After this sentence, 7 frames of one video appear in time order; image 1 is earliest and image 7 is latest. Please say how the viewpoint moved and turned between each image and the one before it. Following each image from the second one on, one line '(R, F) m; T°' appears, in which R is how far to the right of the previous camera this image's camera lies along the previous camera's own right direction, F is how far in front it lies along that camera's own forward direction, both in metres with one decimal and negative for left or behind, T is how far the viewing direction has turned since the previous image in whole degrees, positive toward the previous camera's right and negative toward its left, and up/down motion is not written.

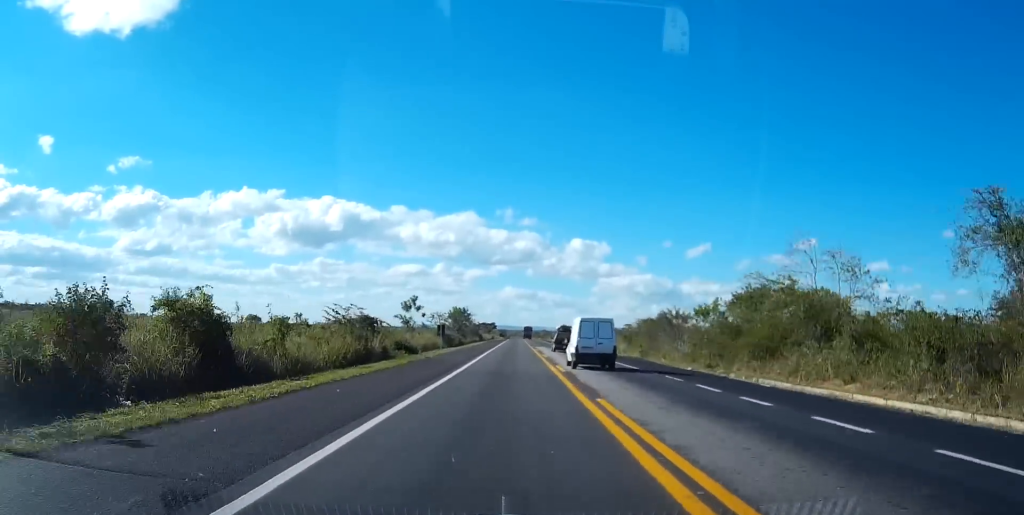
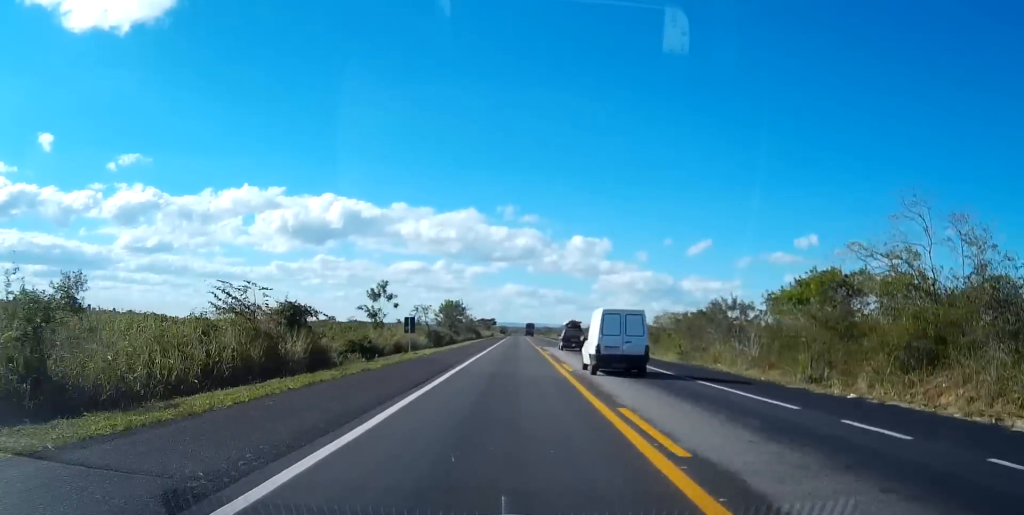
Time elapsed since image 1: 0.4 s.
(0.0, +17.3) m; 0°
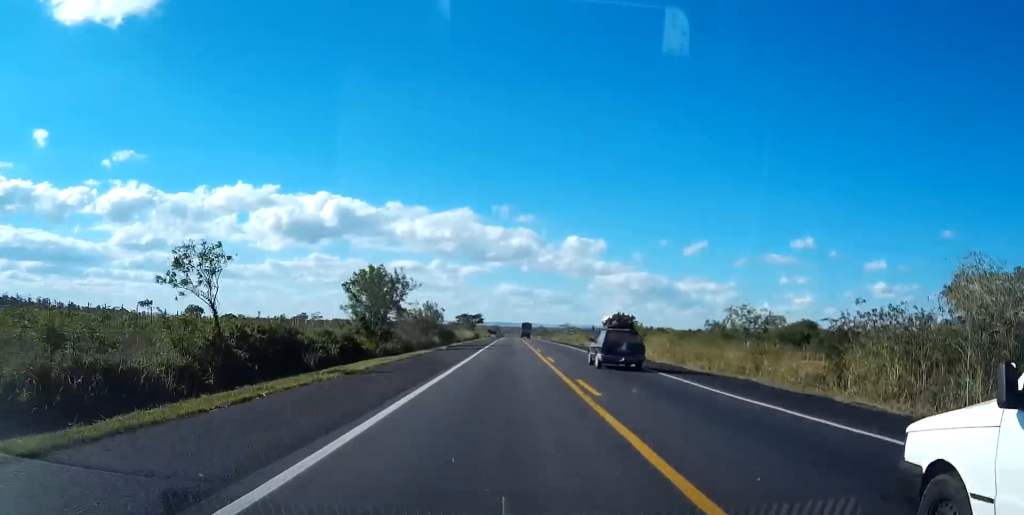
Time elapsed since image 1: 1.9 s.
(0.0, +58.1) m; 0°
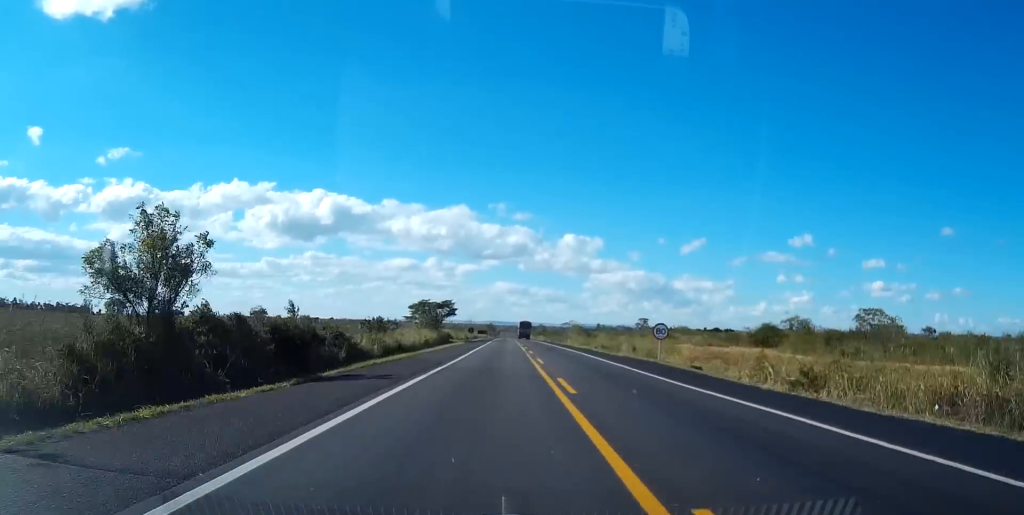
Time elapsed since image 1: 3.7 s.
(0.0, +73.7) m; 0°
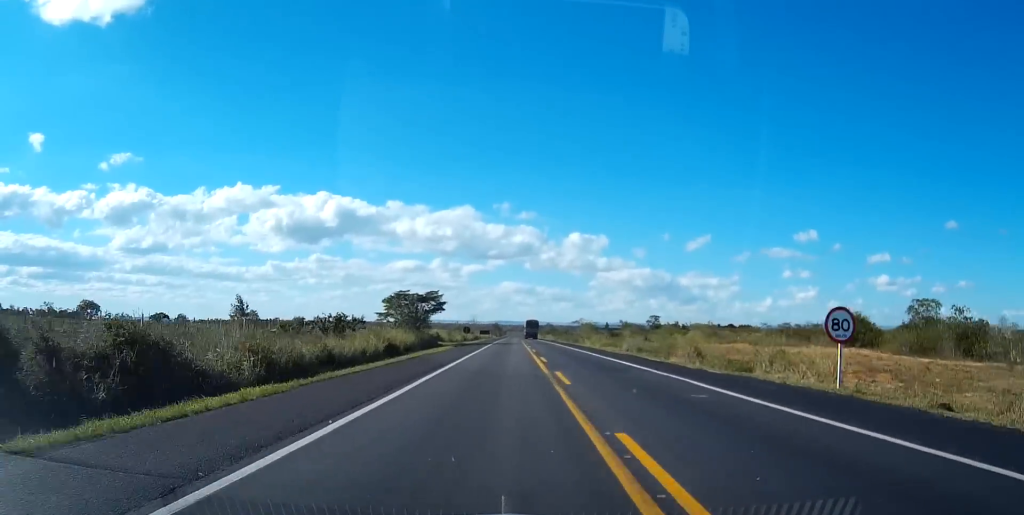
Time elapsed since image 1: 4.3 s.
(0.0, +24.6) m; 0°
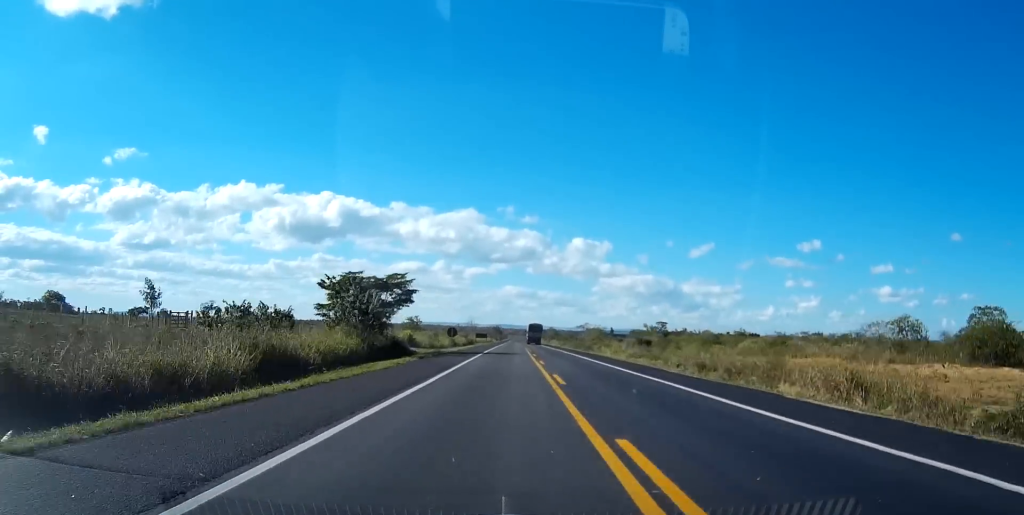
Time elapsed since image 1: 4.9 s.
(-0.1, +24.6) m; 0°
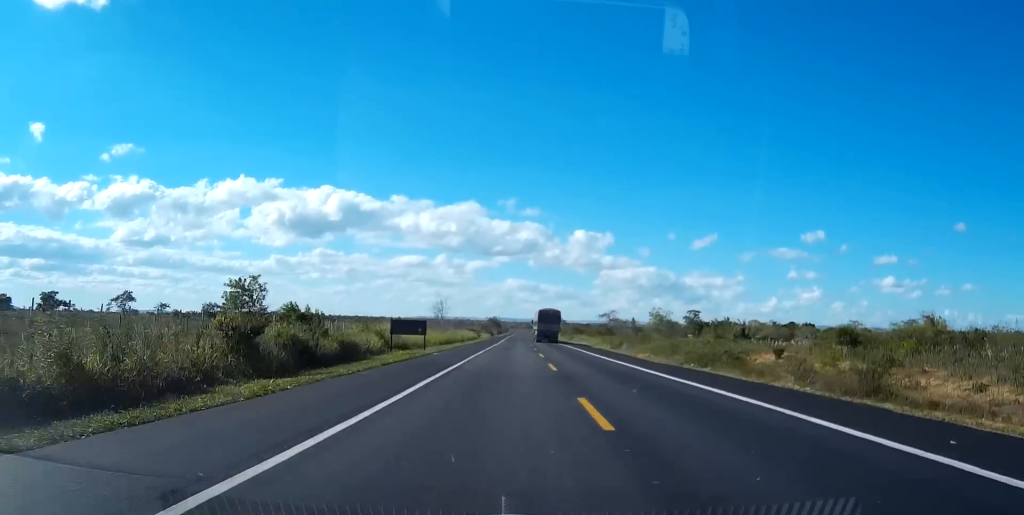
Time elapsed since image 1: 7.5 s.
(-0.3, +109.4) m; 0°
